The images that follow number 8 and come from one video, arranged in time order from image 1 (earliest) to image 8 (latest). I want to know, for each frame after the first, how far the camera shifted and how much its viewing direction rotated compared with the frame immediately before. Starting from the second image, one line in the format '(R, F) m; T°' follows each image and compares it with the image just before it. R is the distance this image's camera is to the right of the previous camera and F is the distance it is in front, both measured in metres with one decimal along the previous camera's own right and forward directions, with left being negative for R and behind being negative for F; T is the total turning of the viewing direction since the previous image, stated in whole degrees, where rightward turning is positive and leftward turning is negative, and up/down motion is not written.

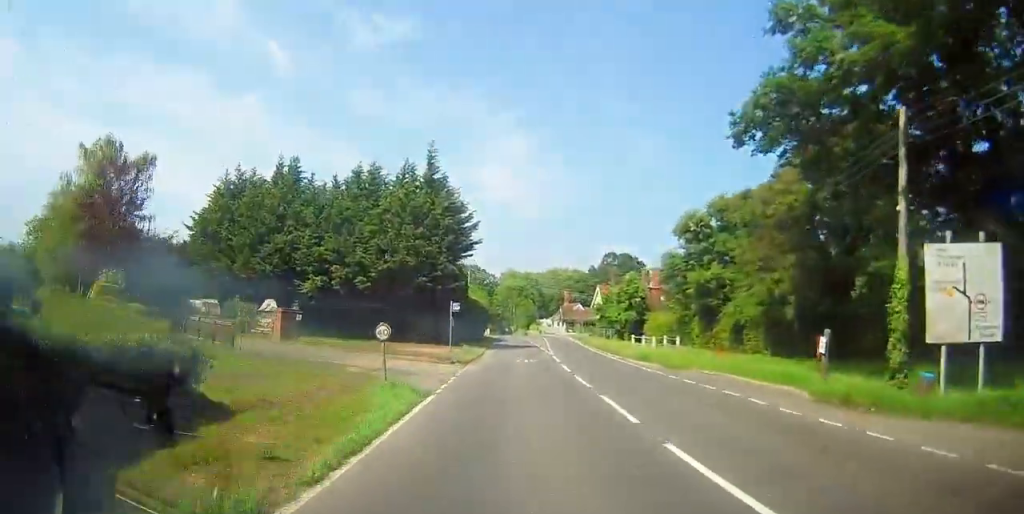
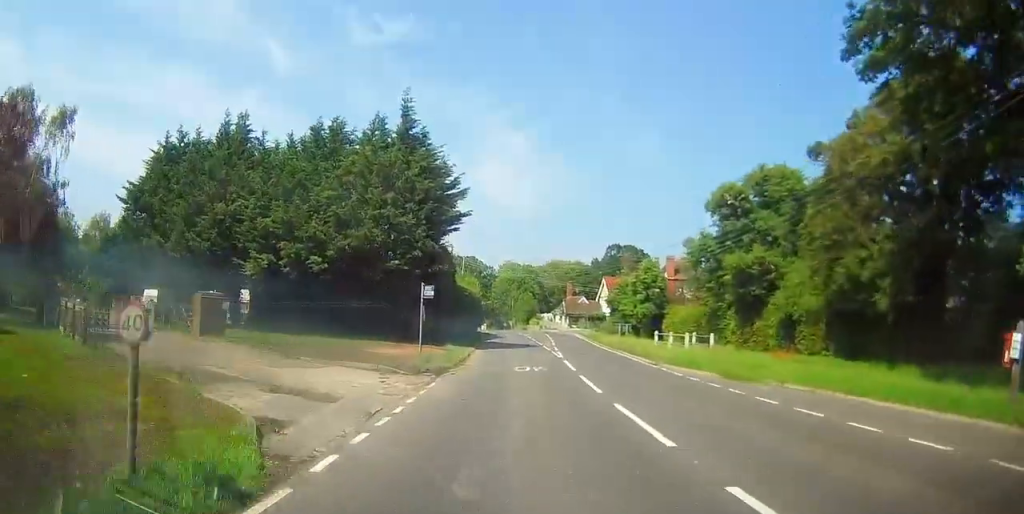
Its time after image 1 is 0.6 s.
(0.0, +8.7) m; 0°
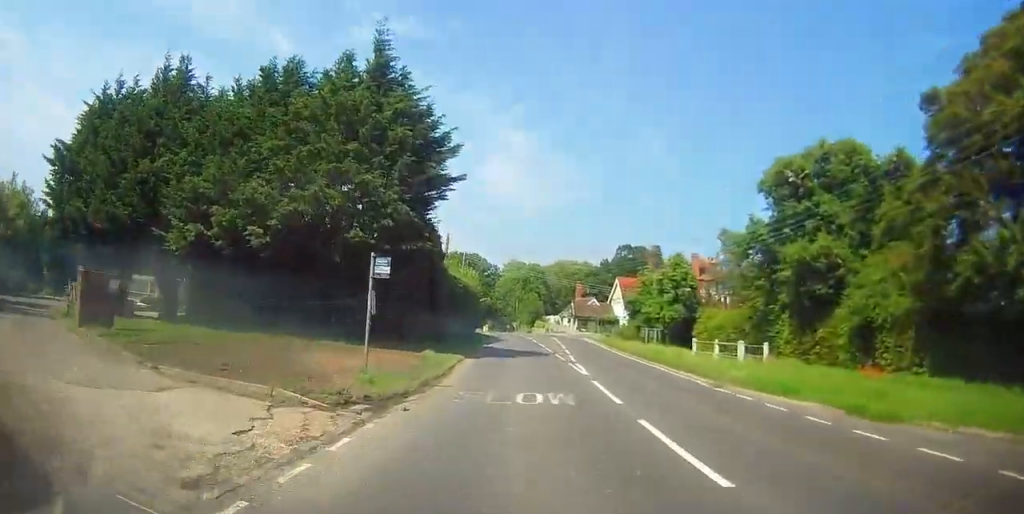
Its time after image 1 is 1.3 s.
(0.0, +9.2) m; 0°
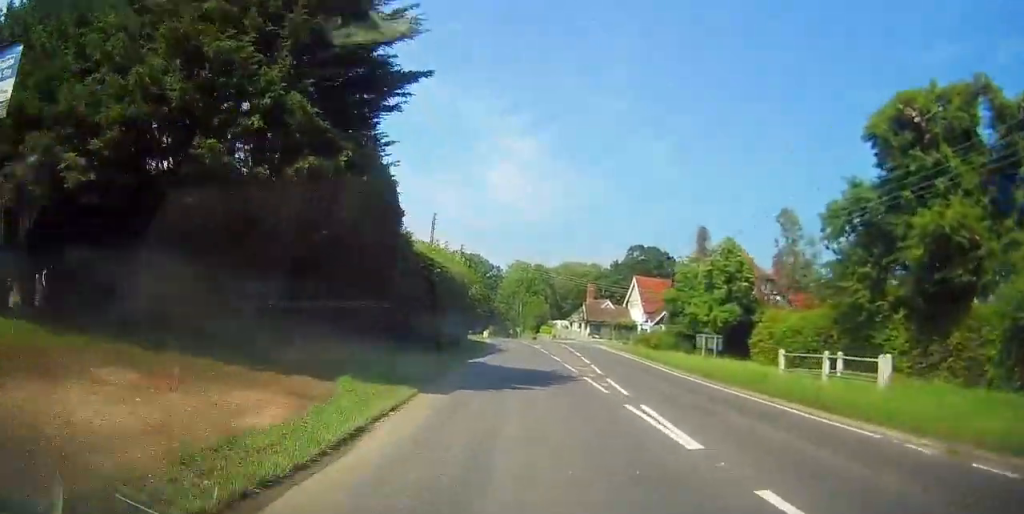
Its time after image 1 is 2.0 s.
(0.0, +10.1) m; 0°
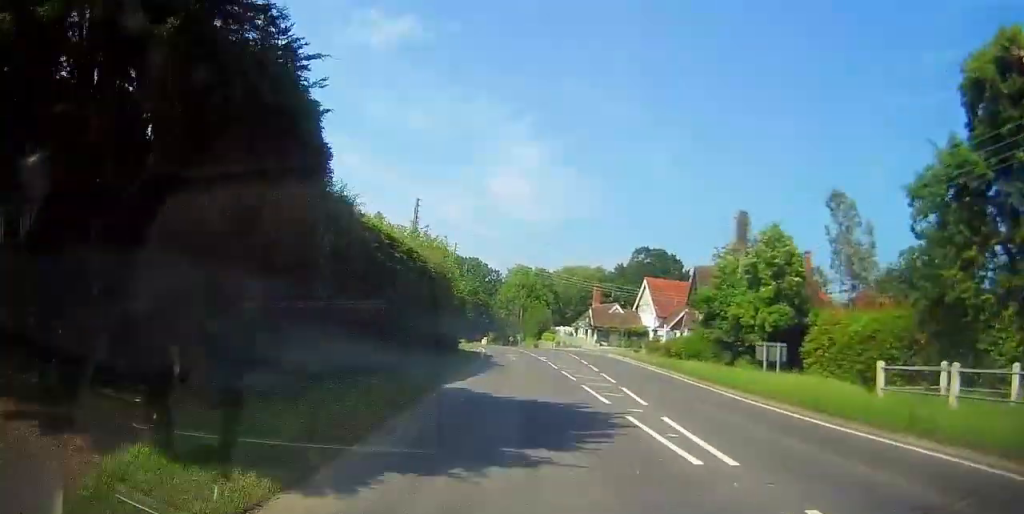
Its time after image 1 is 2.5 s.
(-0.1, +6.9) m; +1°
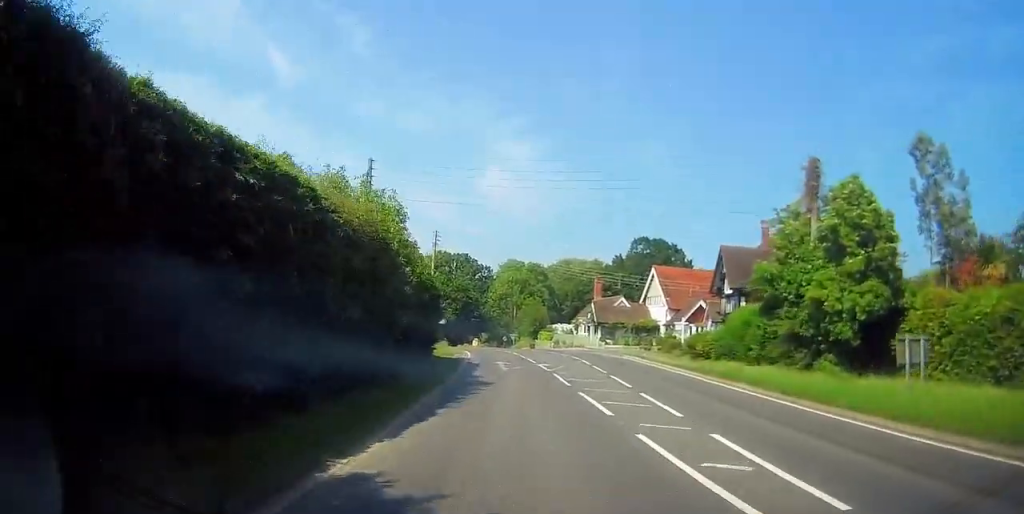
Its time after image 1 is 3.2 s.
(+0.1, +8.5) m; 0°
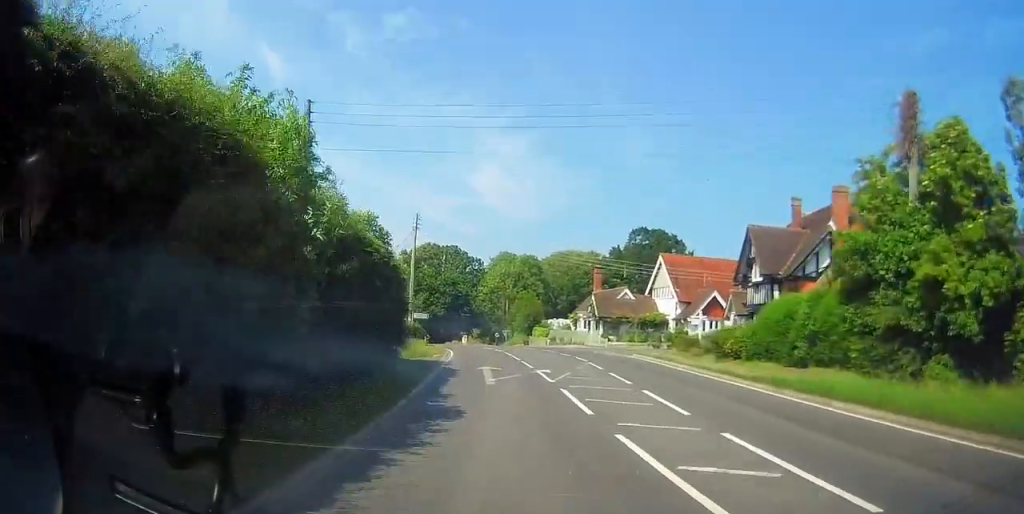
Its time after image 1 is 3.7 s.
(+0.2, +6.6) m; 0°
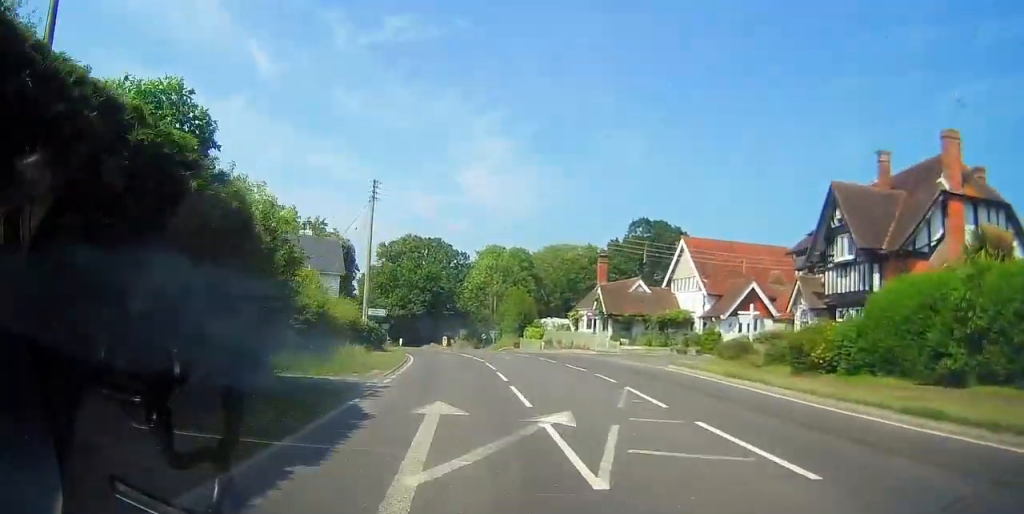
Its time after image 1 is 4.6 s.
(-0.2, +11.1) m; -1°
